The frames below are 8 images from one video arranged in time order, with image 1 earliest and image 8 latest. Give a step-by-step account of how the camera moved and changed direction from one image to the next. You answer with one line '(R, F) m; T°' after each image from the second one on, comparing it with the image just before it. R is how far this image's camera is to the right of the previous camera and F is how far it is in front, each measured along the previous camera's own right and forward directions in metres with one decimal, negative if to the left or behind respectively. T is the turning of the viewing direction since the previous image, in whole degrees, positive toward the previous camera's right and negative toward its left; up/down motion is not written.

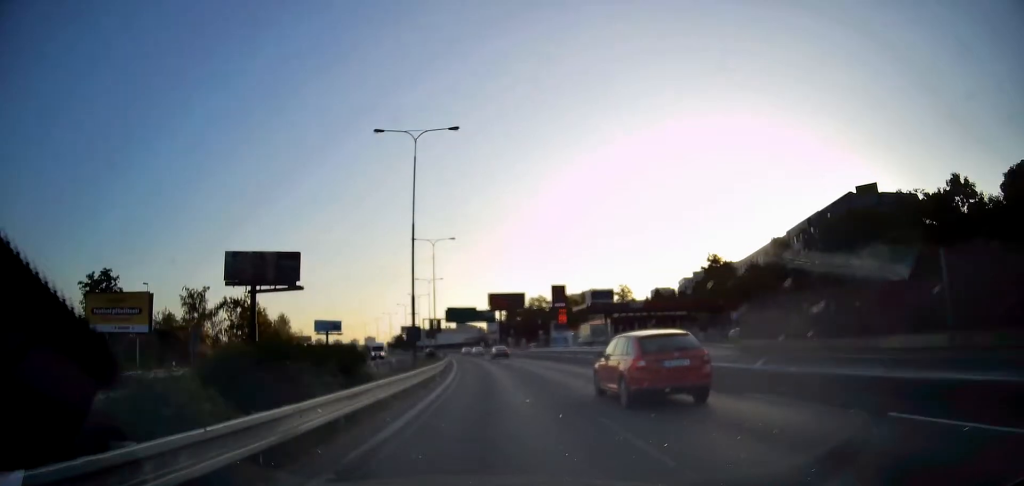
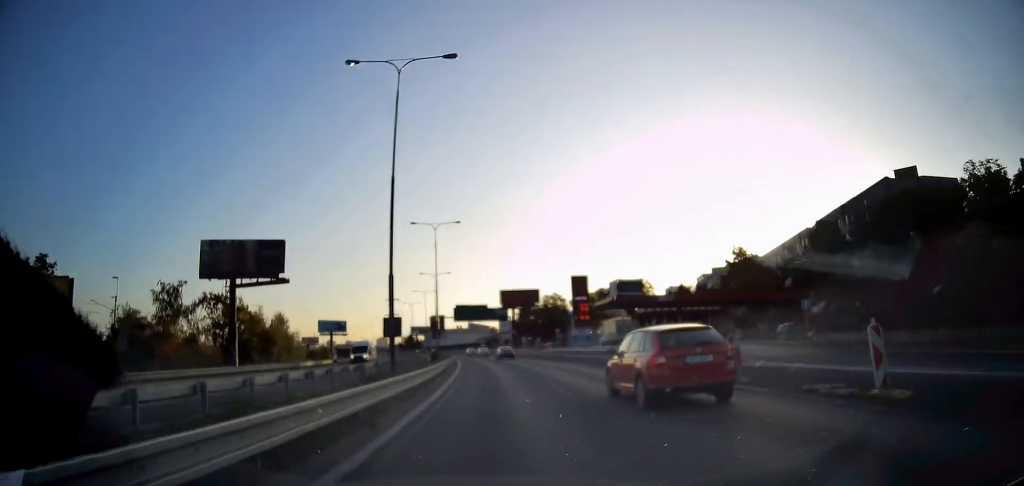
(+0.1, +8.8) m; -2°
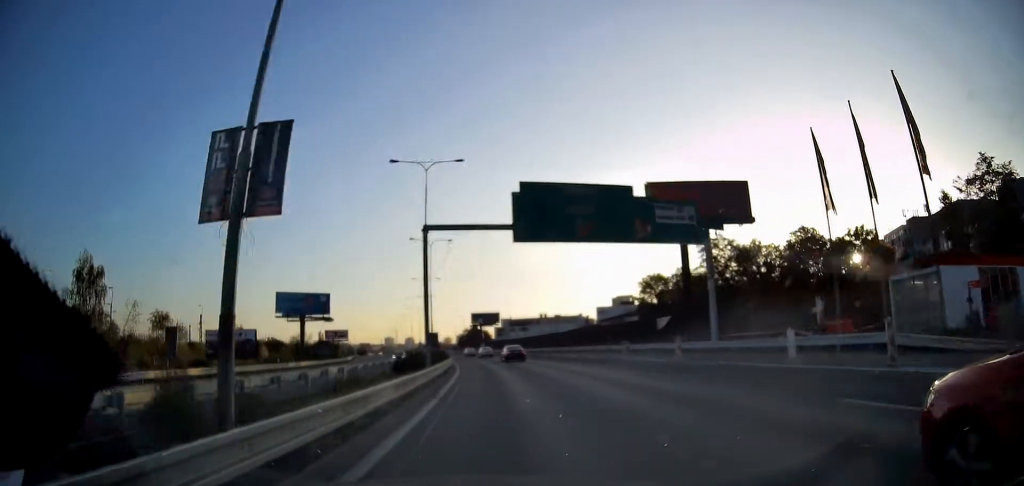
(-6.9, +81.4) m; -11°
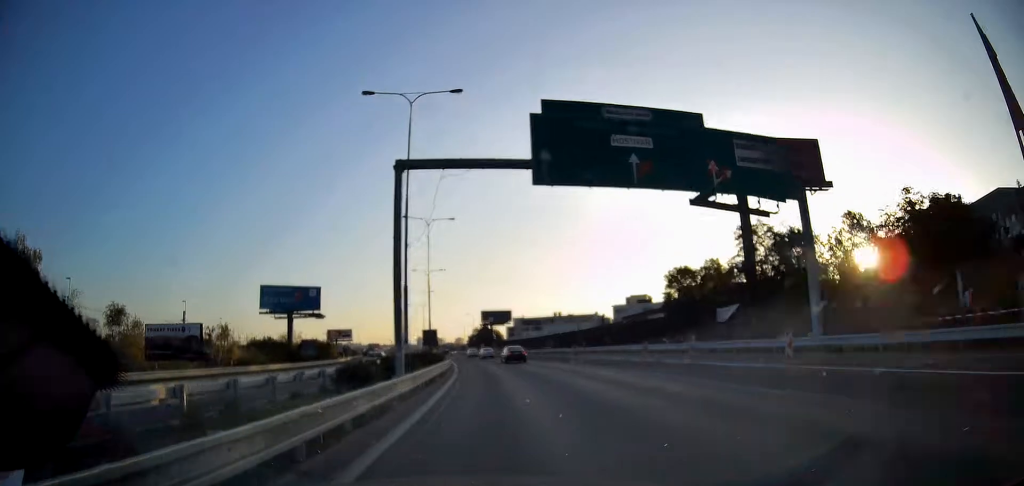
(-0.3, +10.4) m; -2°
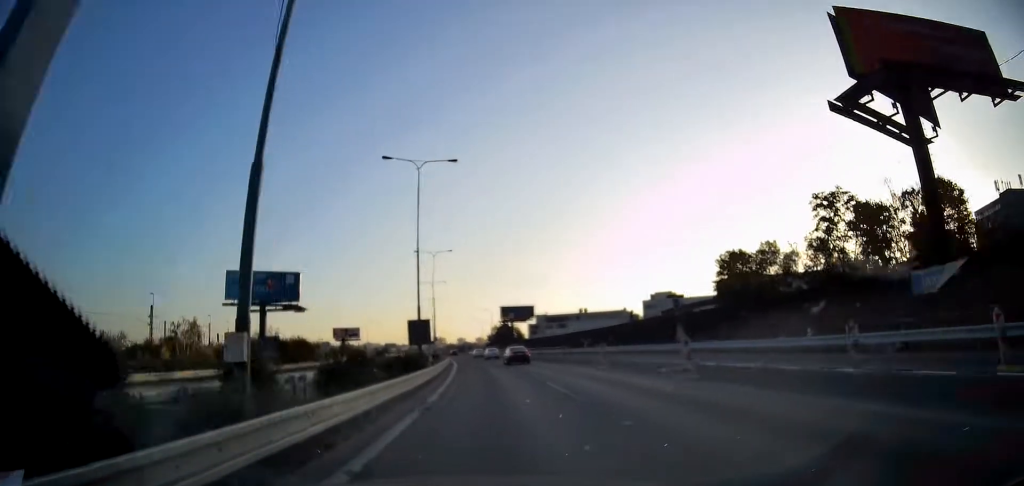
(-0.5, +16.3) m; -3°
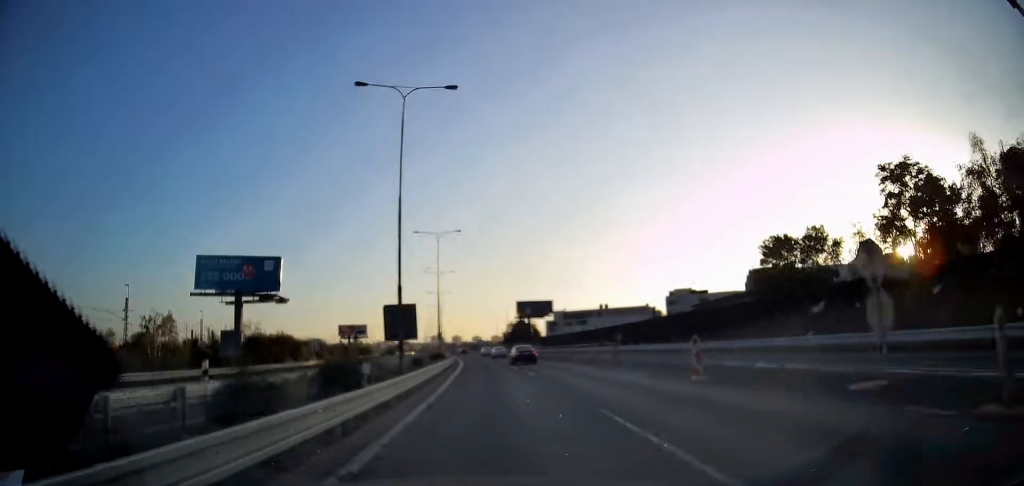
(-0.1, +10.5) m; -2°
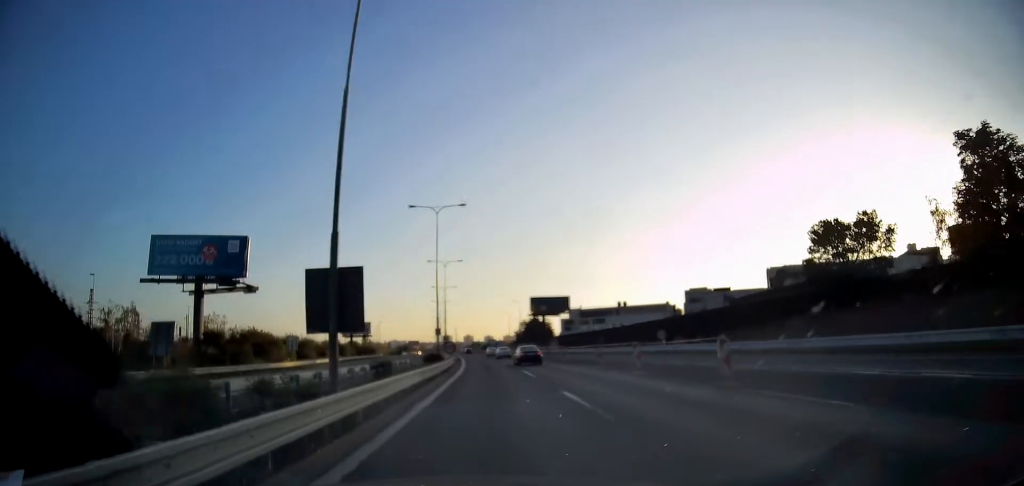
(-0.3, +10.5) m; -1°
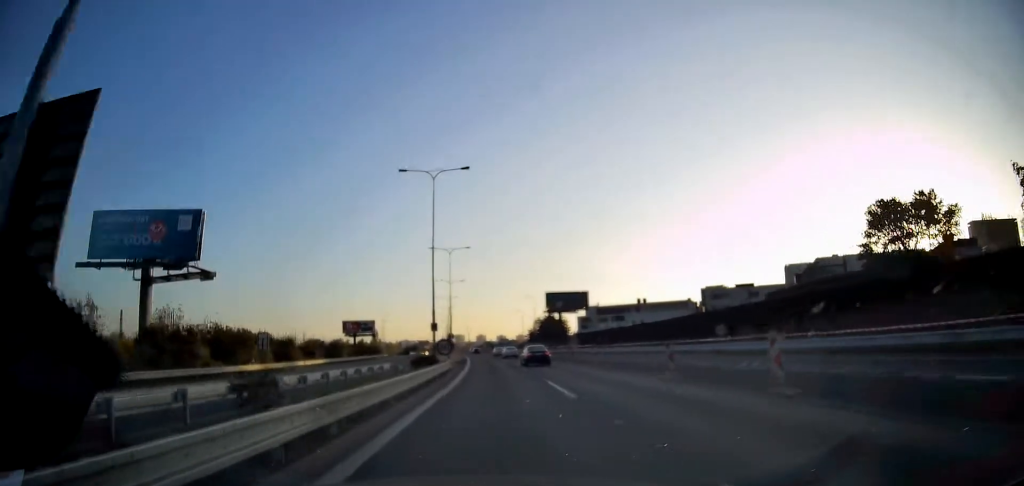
(-0.1, +9.9) m; -1°
